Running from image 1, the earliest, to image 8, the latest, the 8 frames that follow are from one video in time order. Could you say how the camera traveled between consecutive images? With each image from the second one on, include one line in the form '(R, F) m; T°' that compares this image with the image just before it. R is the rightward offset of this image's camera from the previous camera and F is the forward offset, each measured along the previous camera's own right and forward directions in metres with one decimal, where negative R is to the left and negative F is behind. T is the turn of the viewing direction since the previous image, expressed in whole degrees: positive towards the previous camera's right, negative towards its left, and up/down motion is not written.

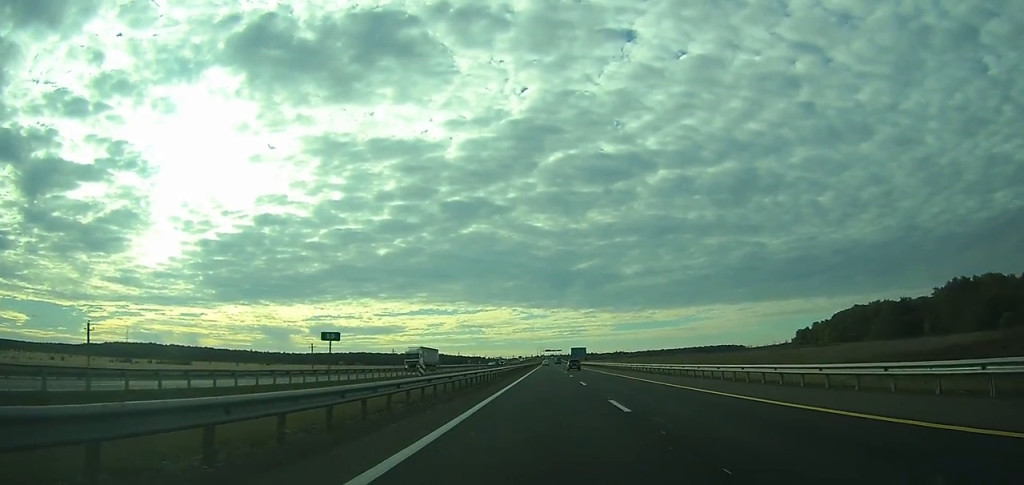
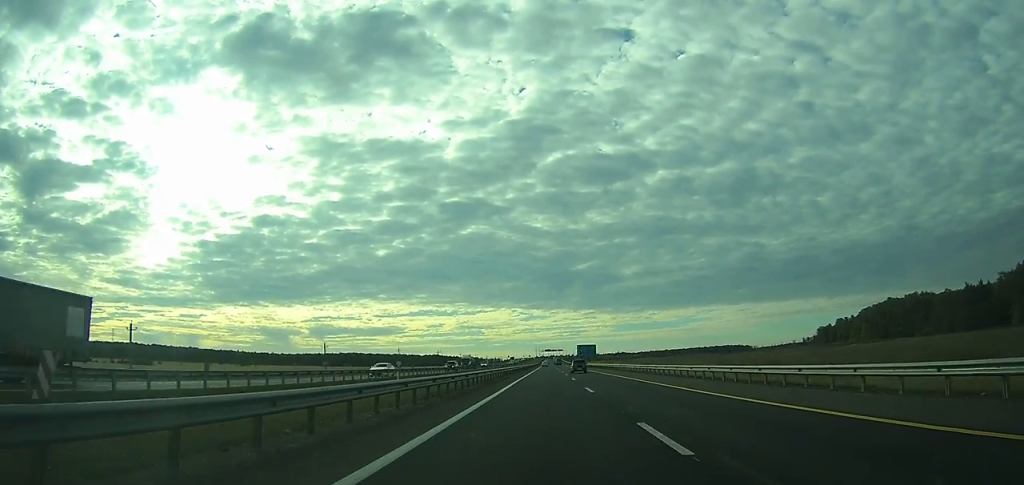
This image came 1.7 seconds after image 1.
(+0.1, +56.0) m; 0°
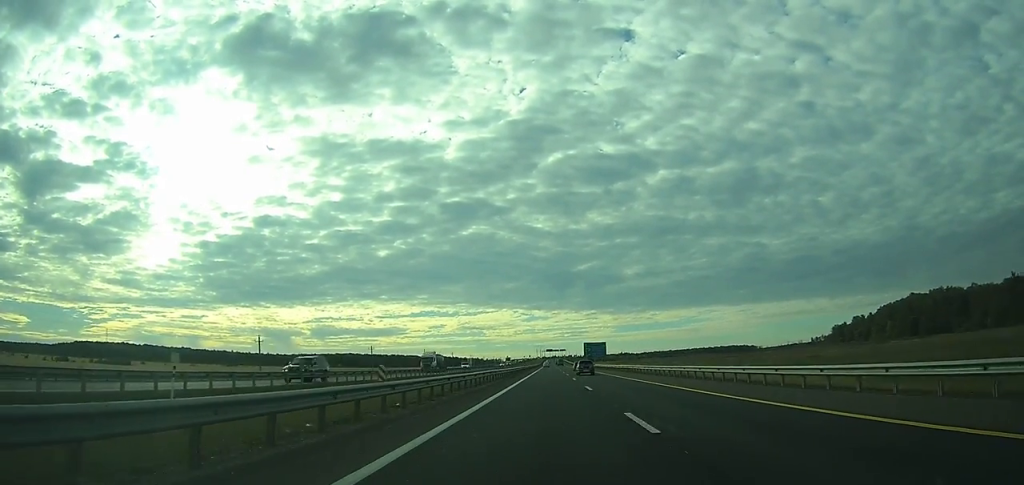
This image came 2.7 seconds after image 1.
(0.0, +30.9) m; 0°
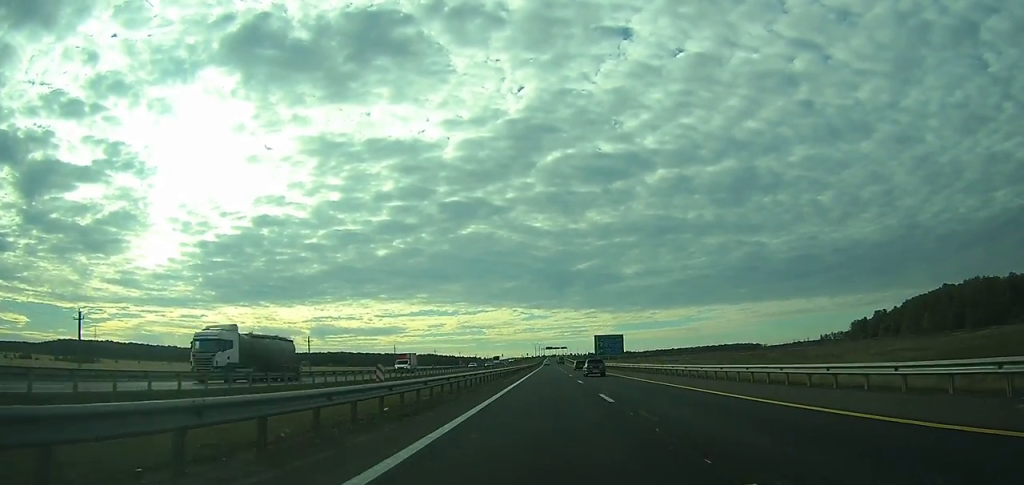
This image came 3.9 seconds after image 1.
(0.0, +43.5) m; 0°
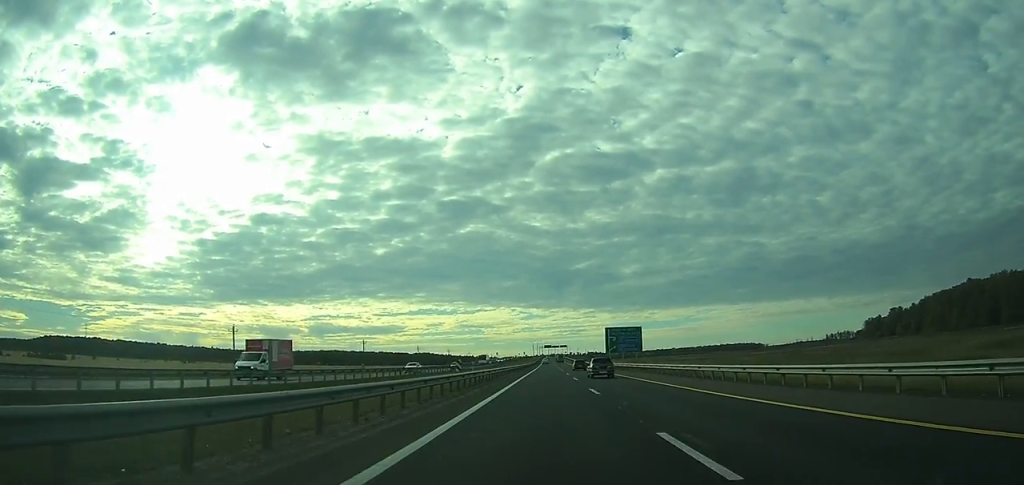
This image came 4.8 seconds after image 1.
(0.0, +29.4) m; 0°
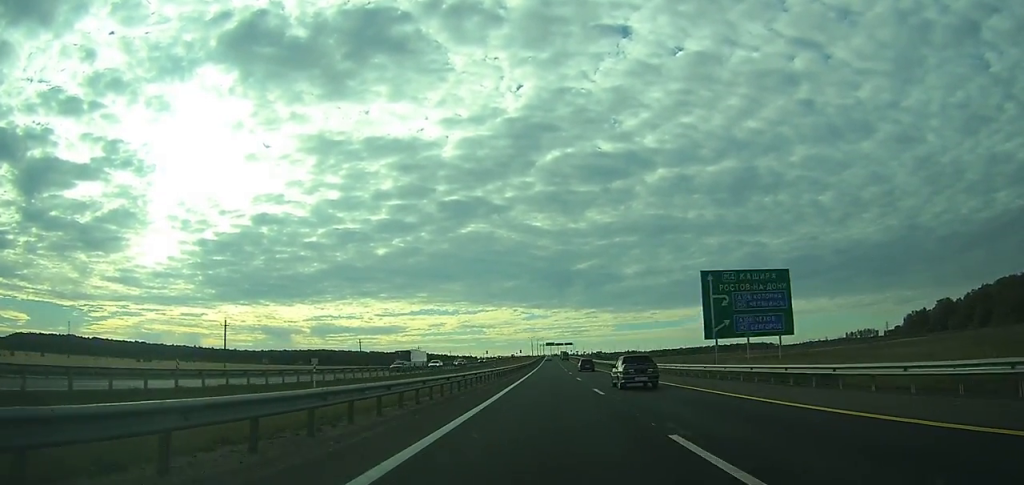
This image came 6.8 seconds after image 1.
(-0.2, +66.2) m; 0°
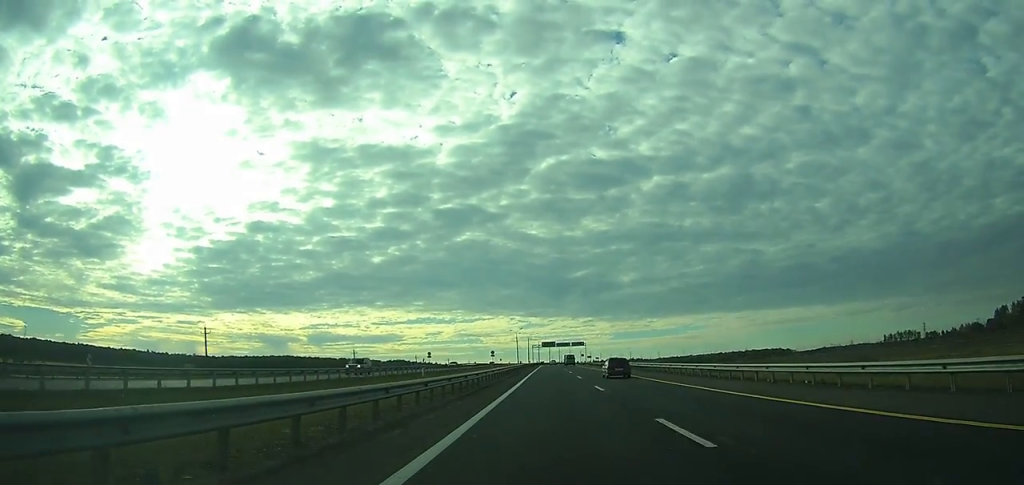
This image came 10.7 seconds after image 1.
(0.0, +117.5) m; 0°
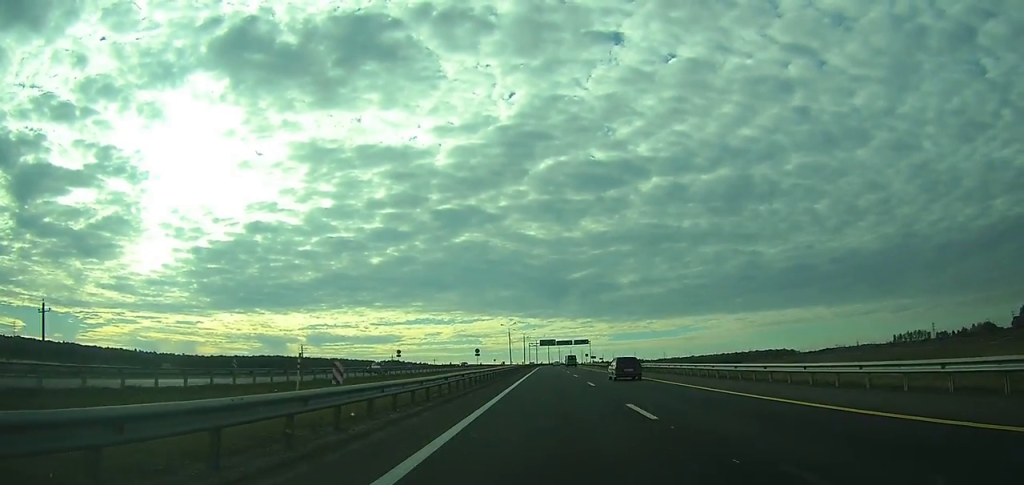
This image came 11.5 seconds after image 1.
(0.0, +24.9) m; 0°
